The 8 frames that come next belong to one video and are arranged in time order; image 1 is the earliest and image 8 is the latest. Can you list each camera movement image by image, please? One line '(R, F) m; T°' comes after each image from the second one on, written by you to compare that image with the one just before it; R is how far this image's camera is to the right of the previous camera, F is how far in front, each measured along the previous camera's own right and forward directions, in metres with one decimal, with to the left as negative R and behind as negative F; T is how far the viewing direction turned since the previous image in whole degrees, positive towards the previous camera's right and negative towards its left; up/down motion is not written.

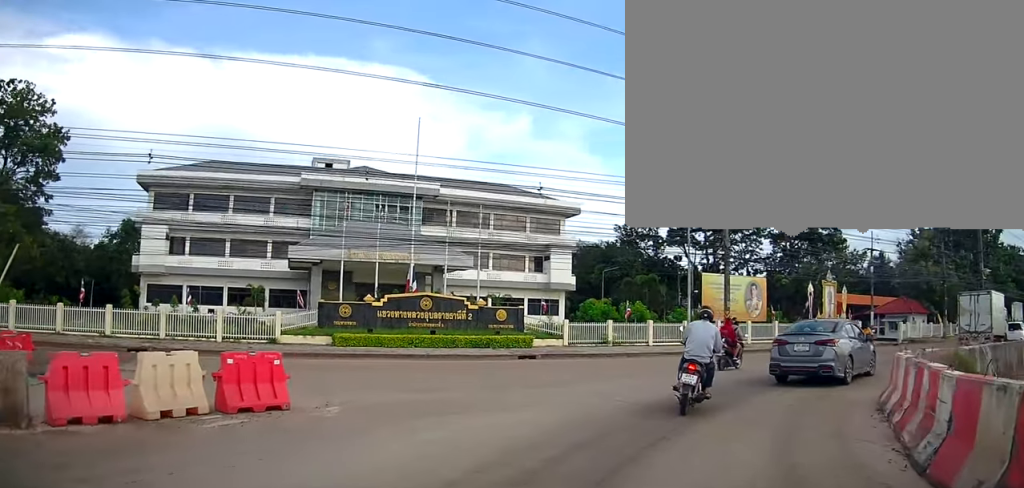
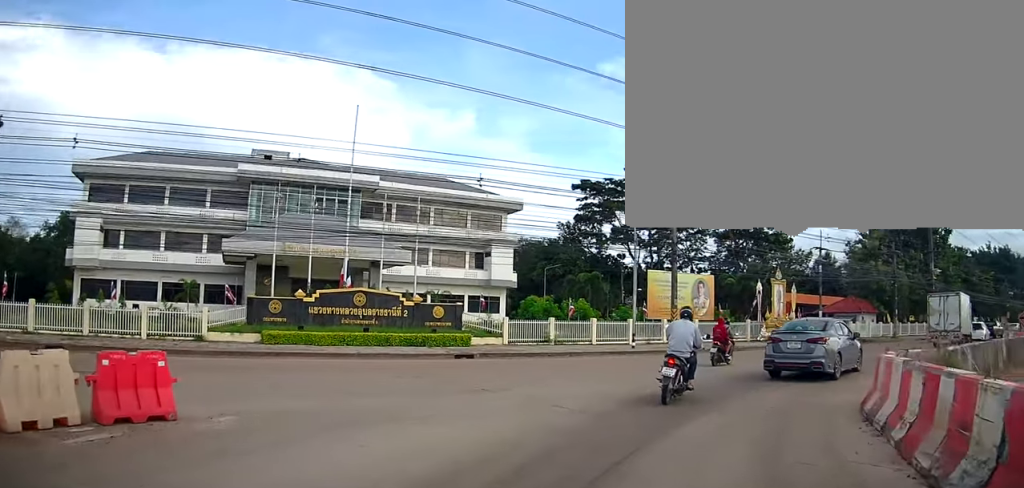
(+0.1, +1.3) m; +2°
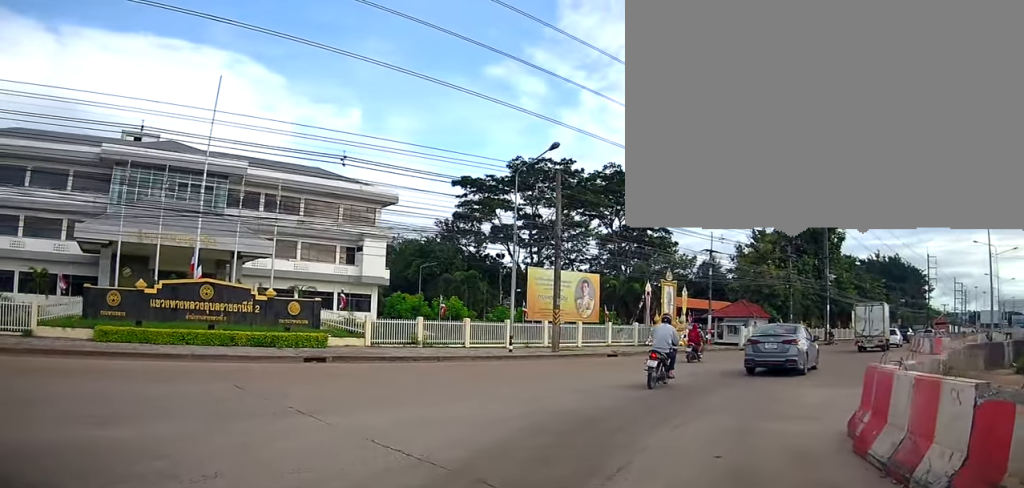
(+0.1, +3.2) m; +5°
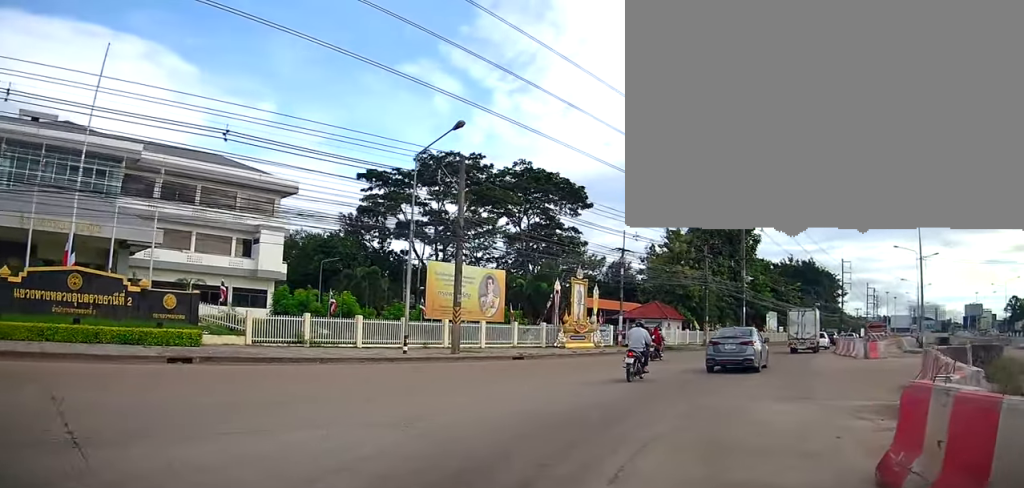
(-0.1, +2.5) m; +8°
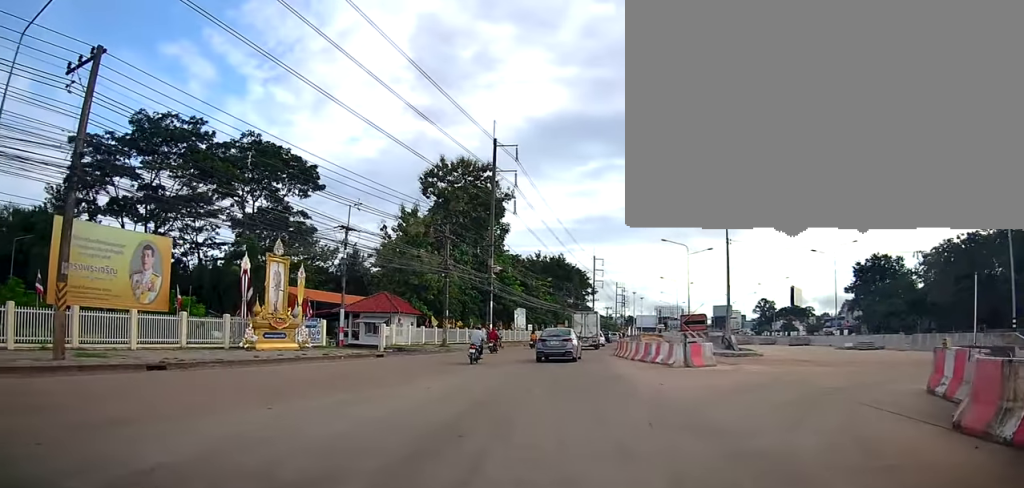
(+1.9, +9.4) m; +21°
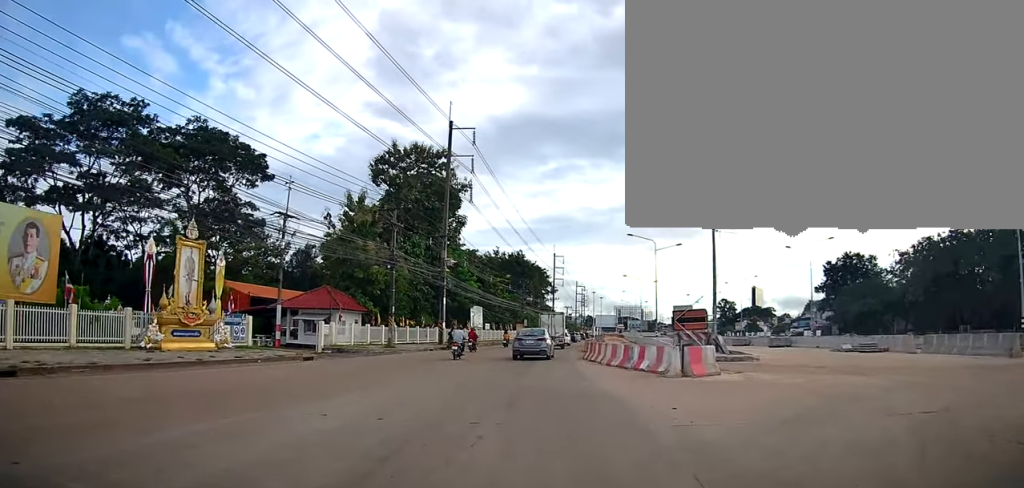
(+0.4, +4.2) m; +9°
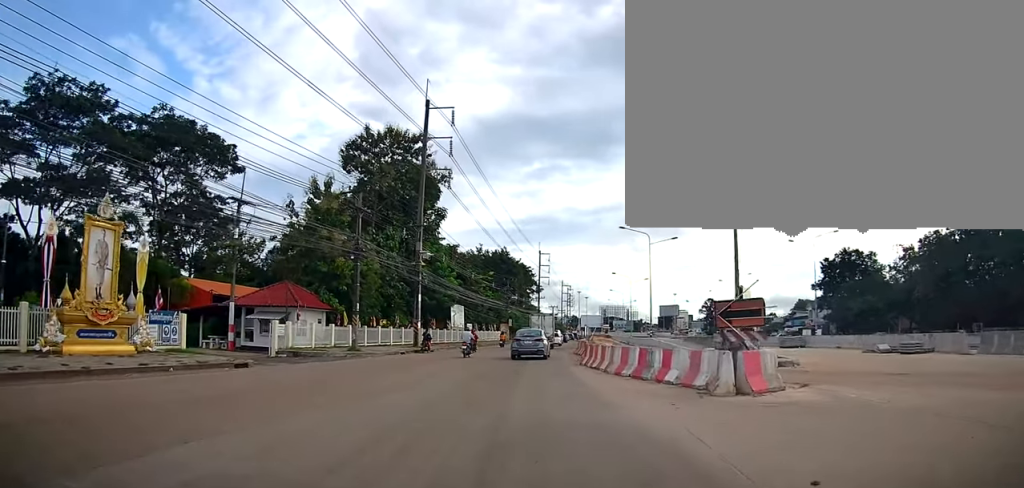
(+0.4, +4.8) m; +4°
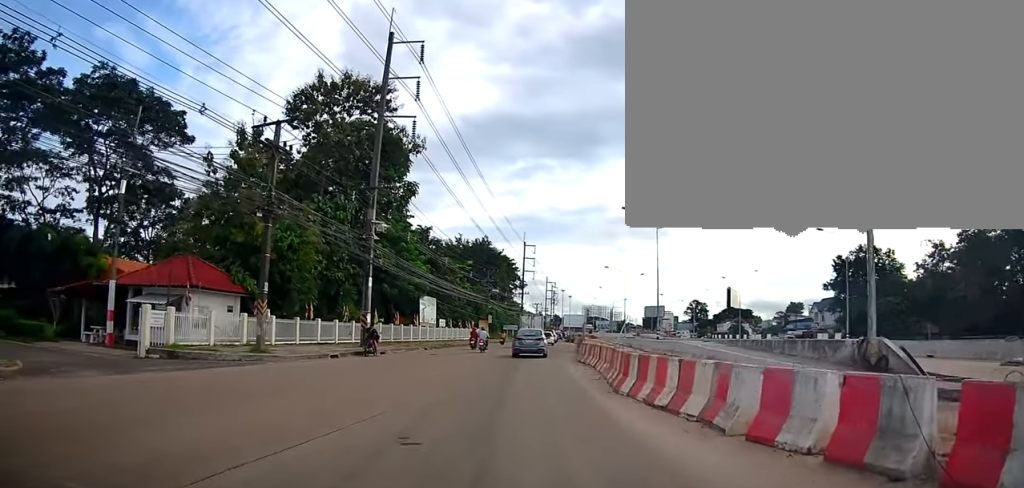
(+0.1, +9.9) m; -1°
